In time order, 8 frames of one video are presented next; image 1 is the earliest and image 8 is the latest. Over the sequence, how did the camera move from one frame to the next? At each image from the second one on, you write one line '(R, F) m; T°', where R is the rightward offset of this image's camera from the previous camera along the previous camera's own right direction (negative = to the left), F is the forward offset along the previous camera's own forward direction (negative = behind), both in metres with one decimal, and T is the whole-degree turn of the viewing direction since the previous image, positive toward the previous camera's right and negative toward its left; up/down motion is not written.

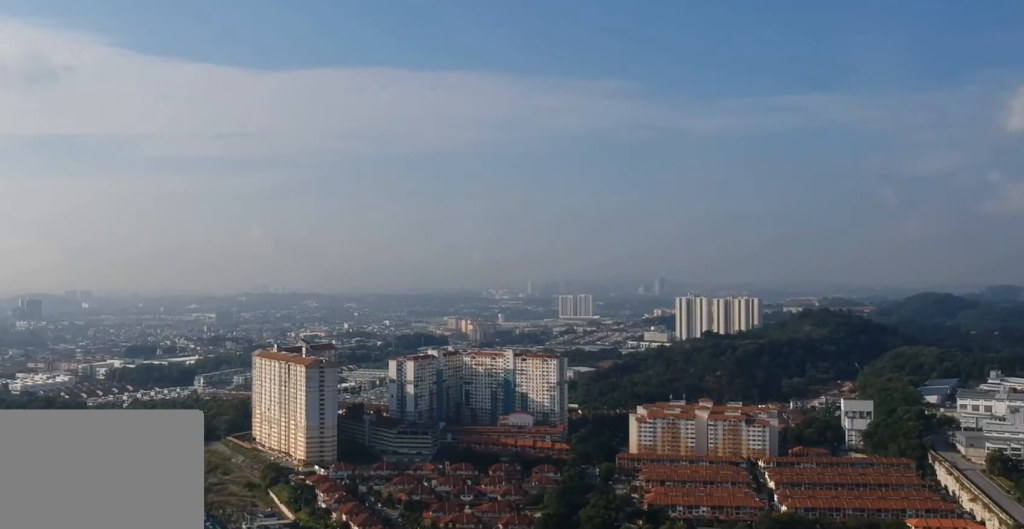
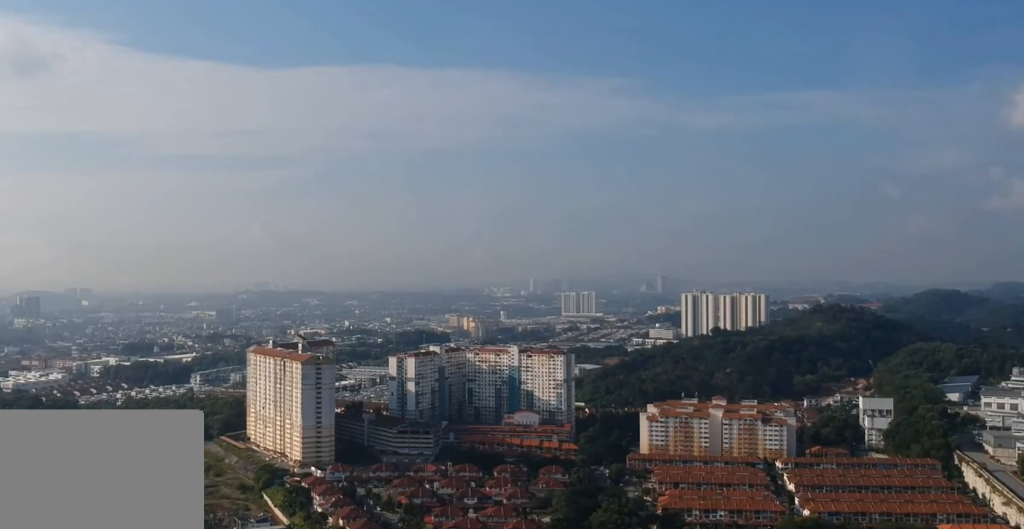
(-0.1, +33.2) m; 0°
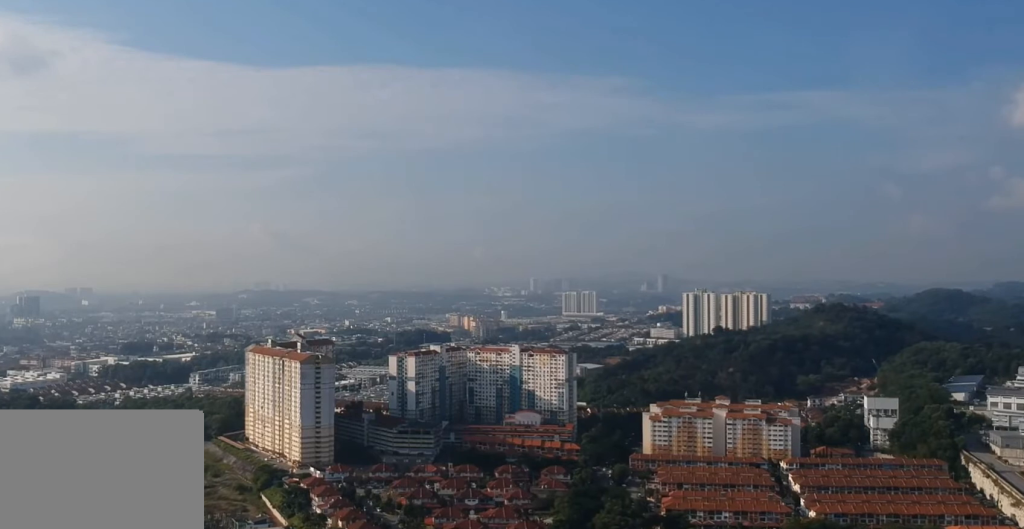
(0.0, +8.1) m; 0°
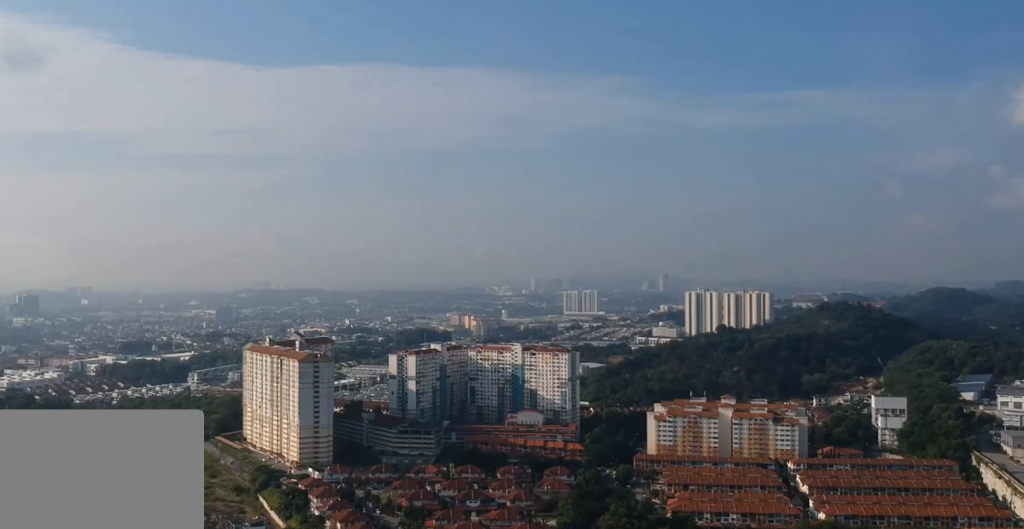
(0.0, +11.8) m; 0°
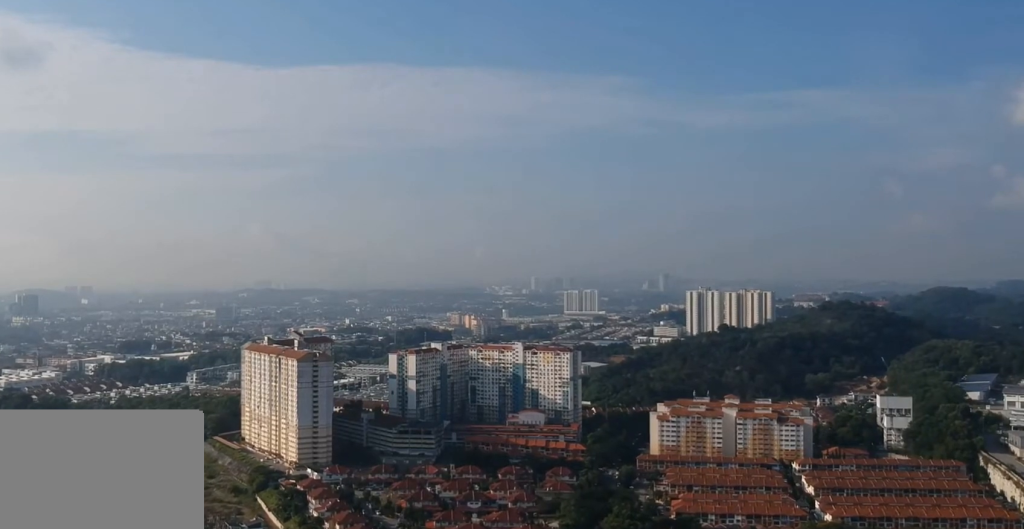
(0.0, +8.5) m; 0°
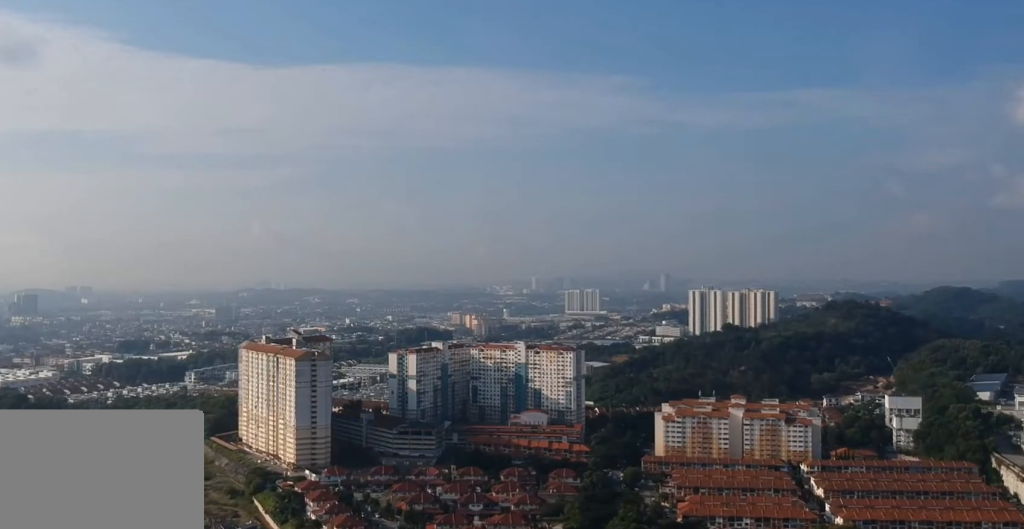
(0.0, +13.2) m; 0°
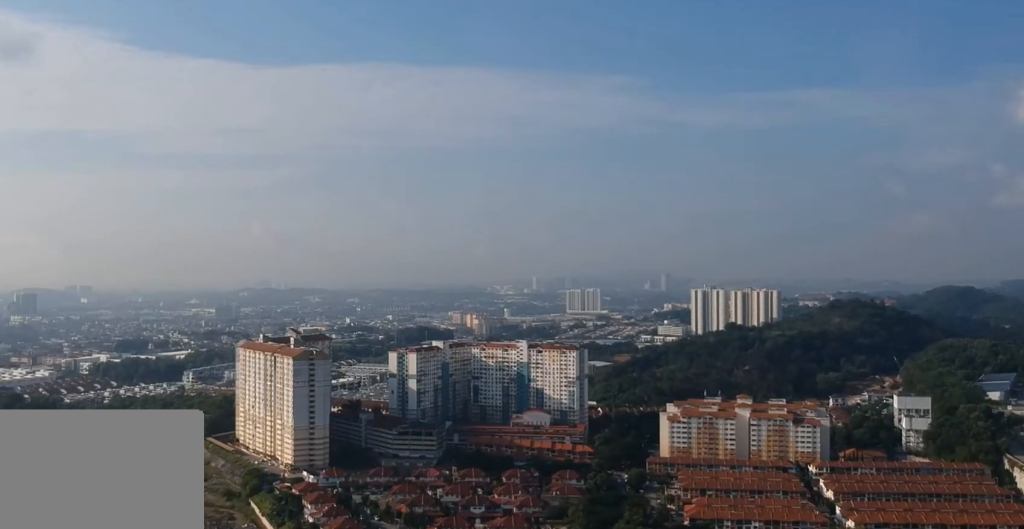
(0.0, +13.1) m; 0°
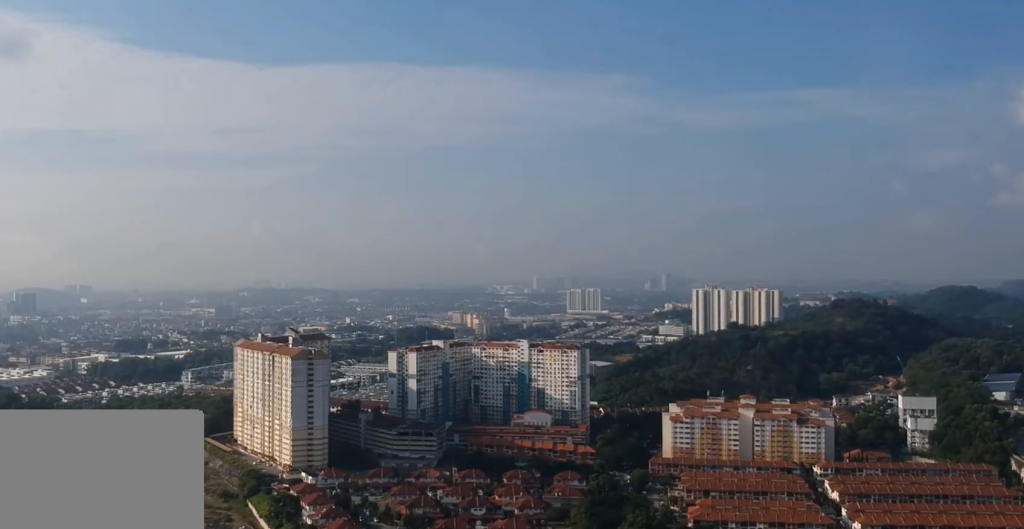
(0.0, +7.3) m; 0°
